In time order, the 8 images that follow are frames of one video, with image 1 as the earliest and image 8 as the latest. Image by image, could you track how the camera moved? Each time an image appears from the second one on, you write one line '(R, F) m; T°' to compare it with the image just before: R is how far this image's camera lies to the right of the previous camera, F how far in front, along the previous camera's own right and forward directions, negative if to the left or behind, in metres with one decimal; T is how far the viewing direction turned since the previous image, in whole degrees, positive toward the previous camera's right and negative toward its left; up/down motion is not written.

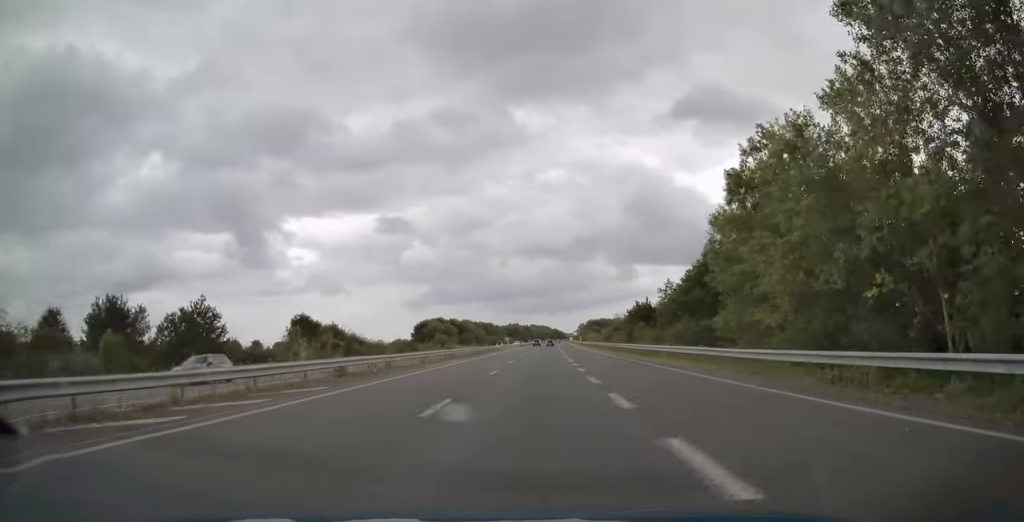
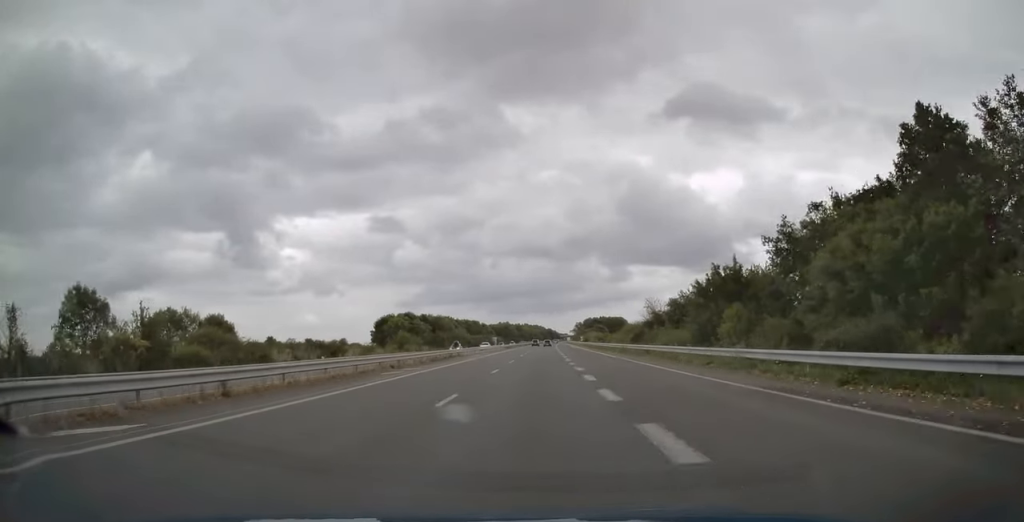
(-0.1, +37.5) m; 0°
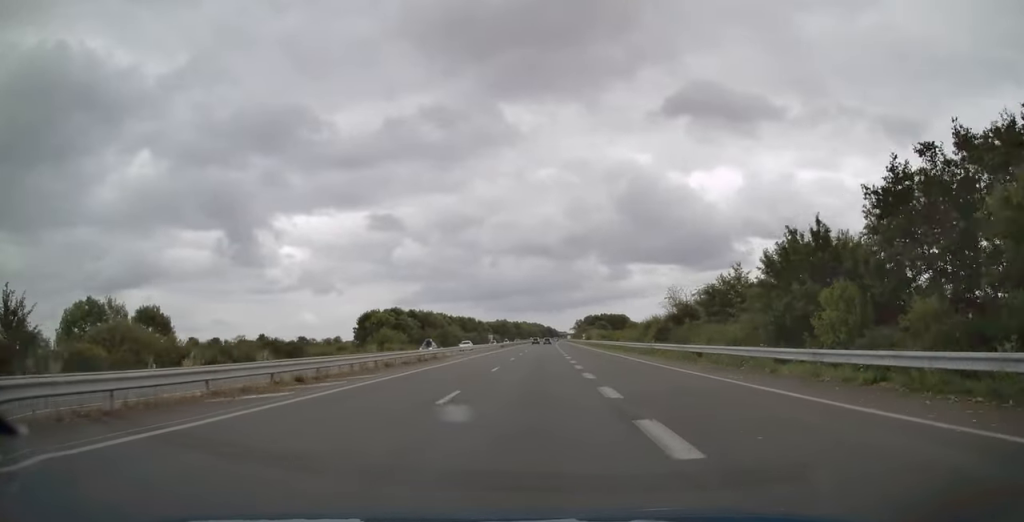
(0.0, +12.9) m; 0°
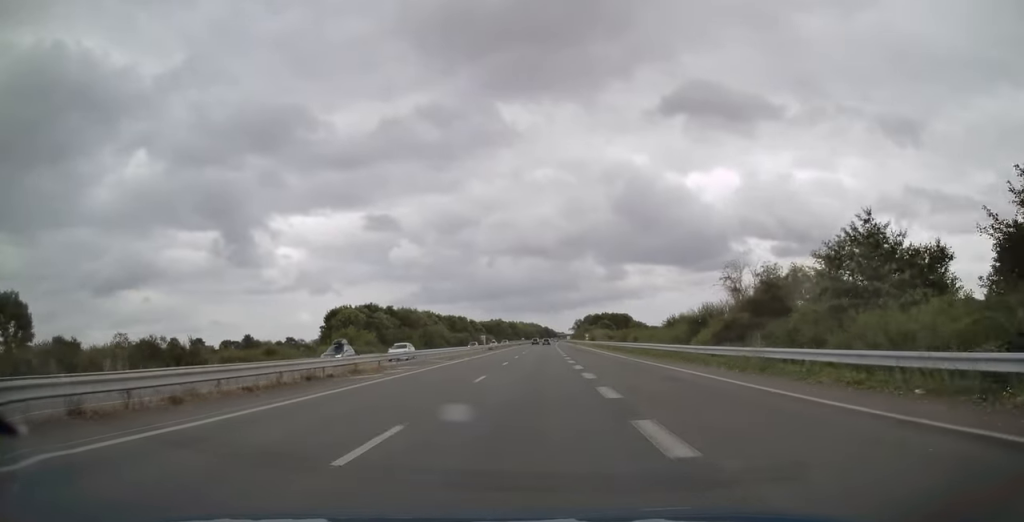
(-0.1, +19.4) m; 0°
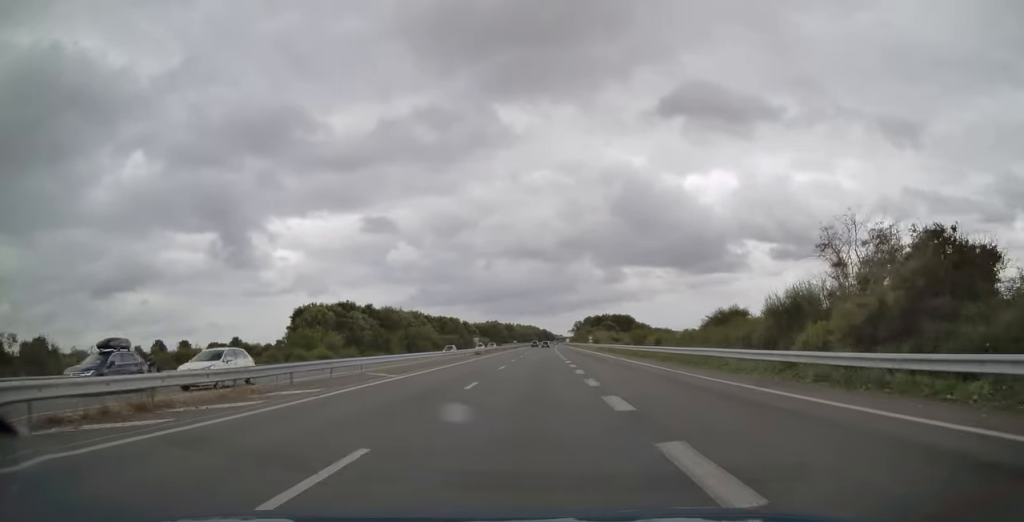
(+0.2, +15.1) m; 0°
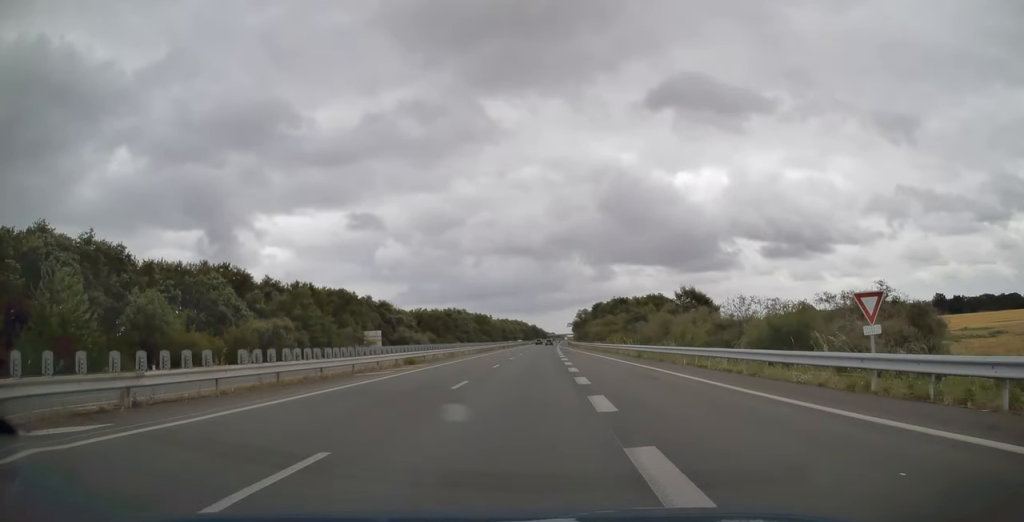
(+1.5, +104.7) m; +1°
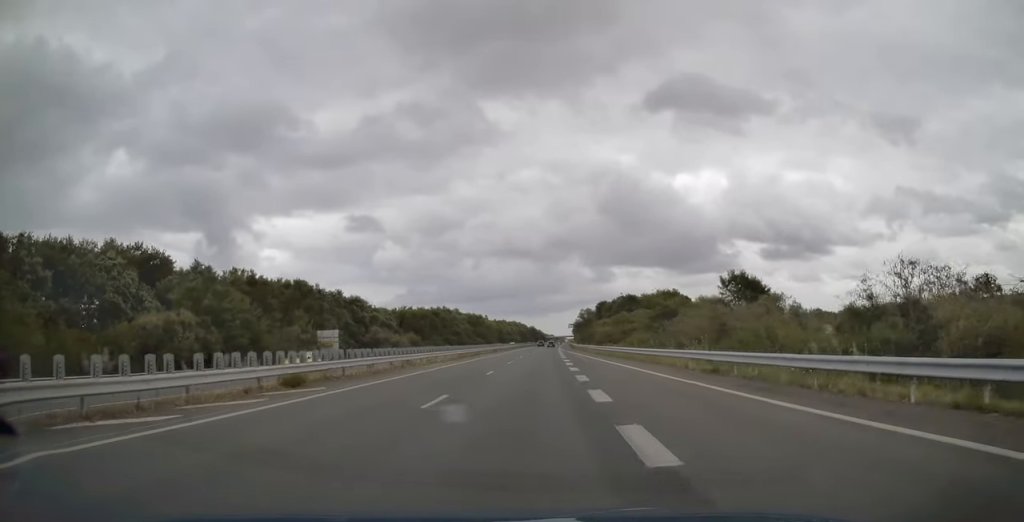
(+0.1, +17.7) m; 0°
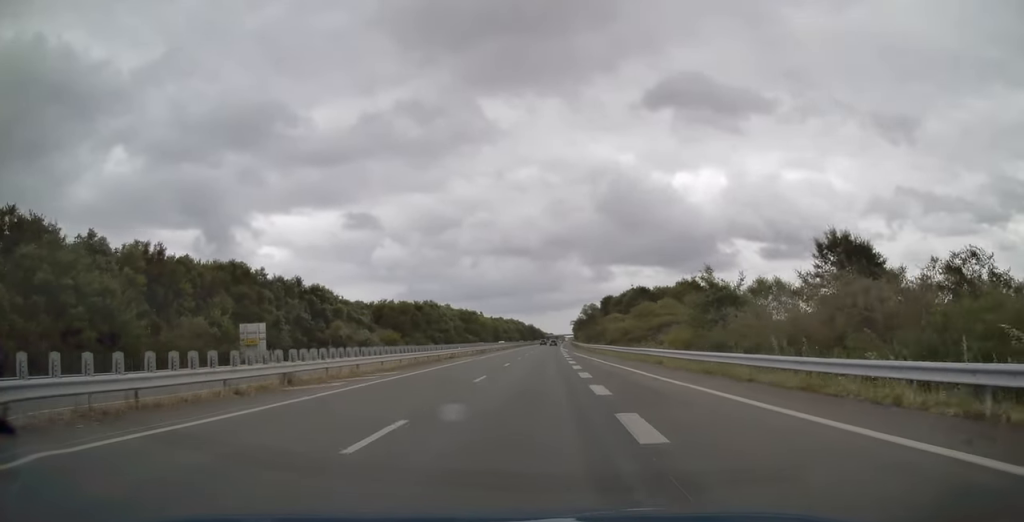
(-0.2, +18.3) m; 0°
